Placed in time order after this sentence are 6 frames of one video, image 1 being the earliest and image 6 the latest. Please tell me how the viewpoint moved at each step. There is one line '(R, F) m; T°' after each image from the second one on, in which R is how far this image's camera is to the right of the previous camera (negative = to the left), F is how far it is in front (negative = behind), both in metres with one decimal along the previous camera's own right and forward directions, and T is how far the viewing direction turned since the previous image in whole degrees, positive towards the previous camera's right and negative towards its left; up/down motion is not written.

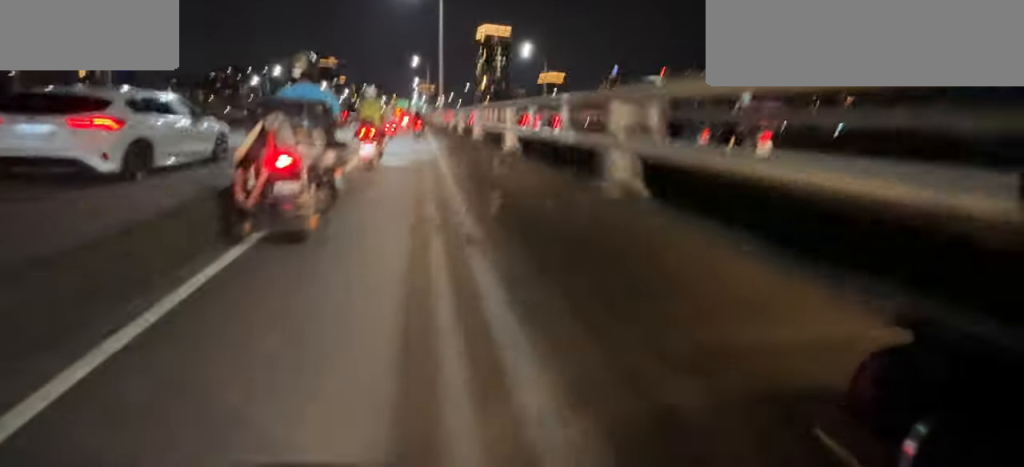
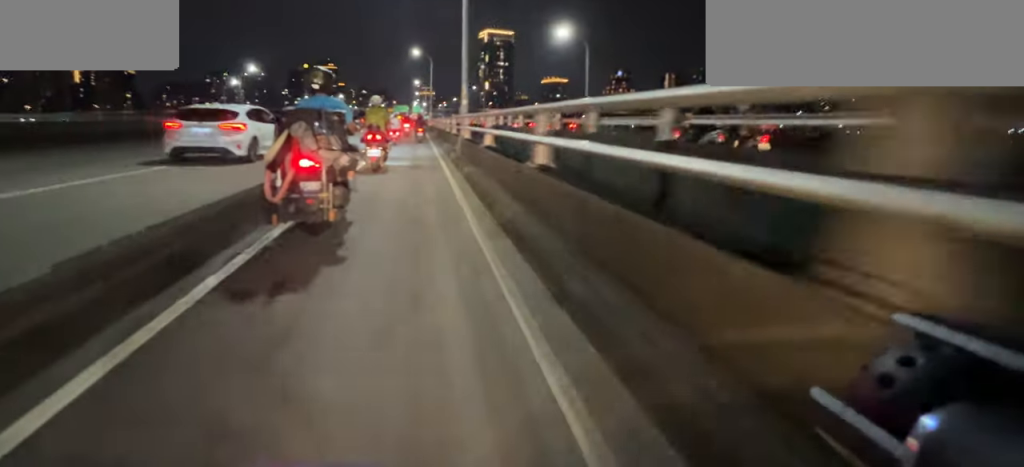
(-0.2, +12.6) m; -1°
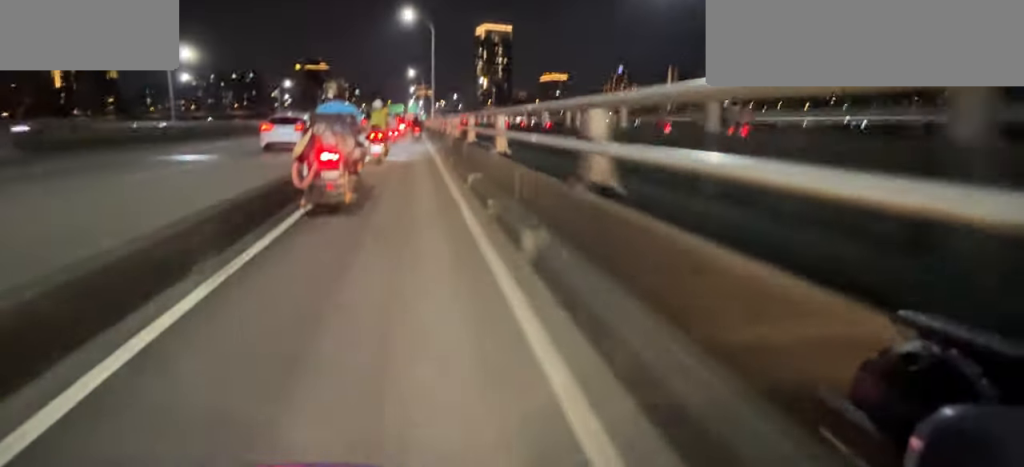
(+0.1, +17.1) m; +1°
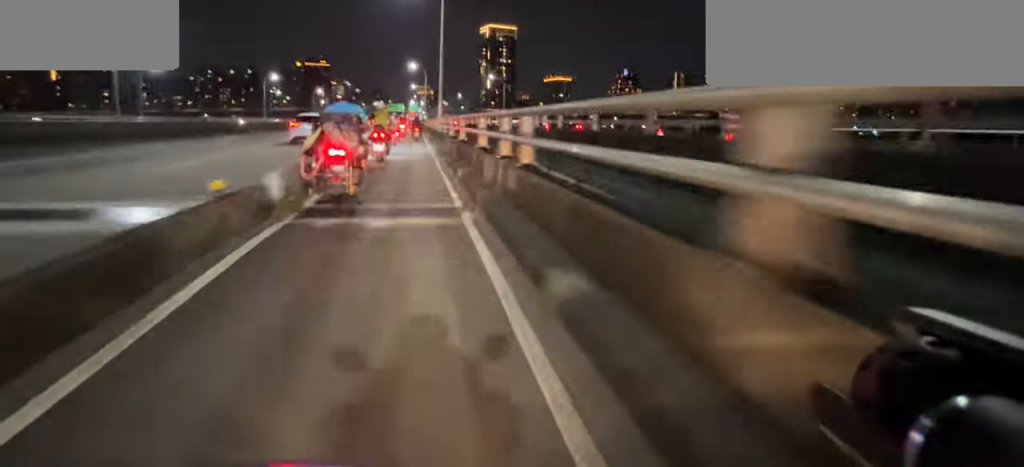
(+0.1, +8.8) m; 0°
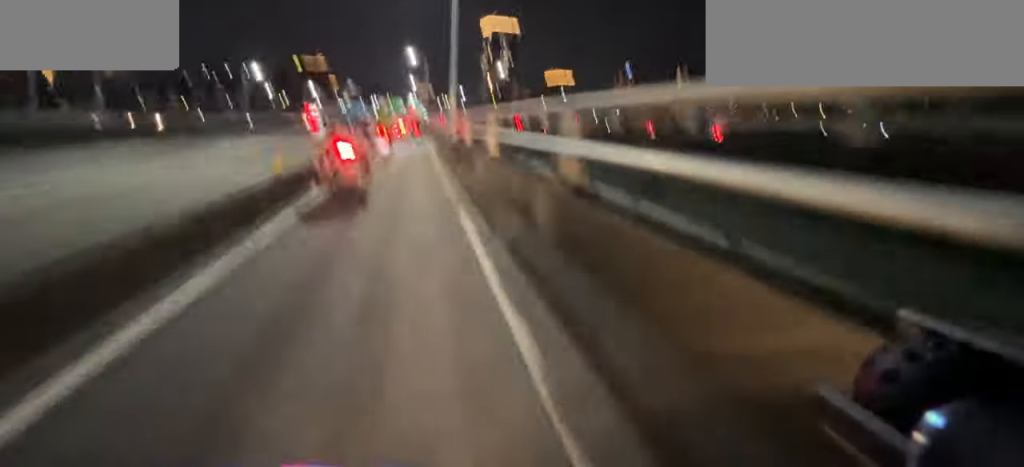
(0.0, +8.5) m; -1°
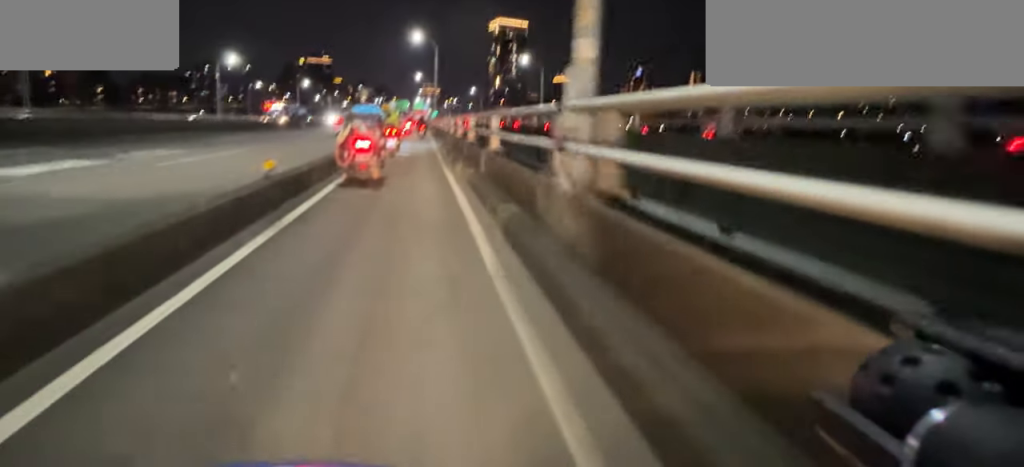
(-0.2, +11.7) m; 0°
